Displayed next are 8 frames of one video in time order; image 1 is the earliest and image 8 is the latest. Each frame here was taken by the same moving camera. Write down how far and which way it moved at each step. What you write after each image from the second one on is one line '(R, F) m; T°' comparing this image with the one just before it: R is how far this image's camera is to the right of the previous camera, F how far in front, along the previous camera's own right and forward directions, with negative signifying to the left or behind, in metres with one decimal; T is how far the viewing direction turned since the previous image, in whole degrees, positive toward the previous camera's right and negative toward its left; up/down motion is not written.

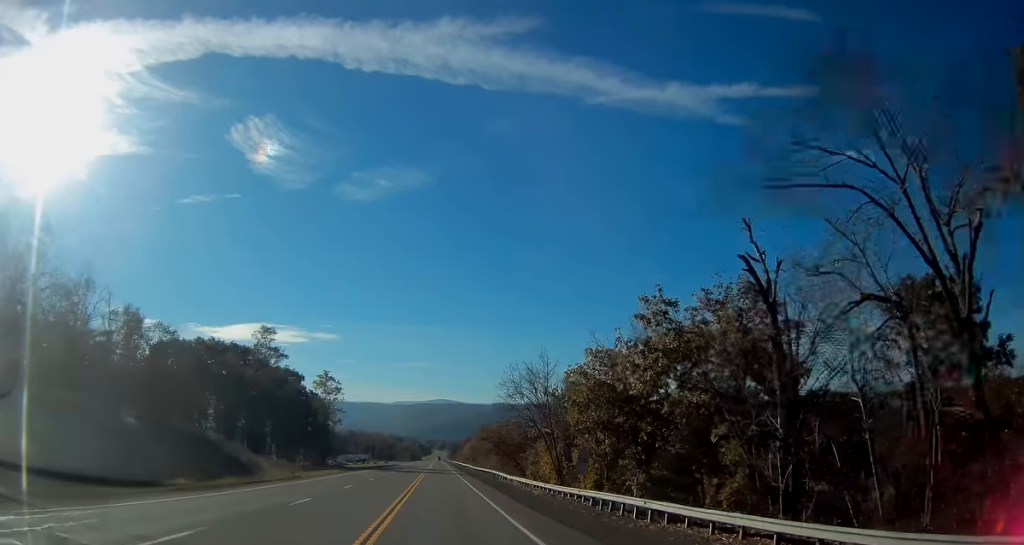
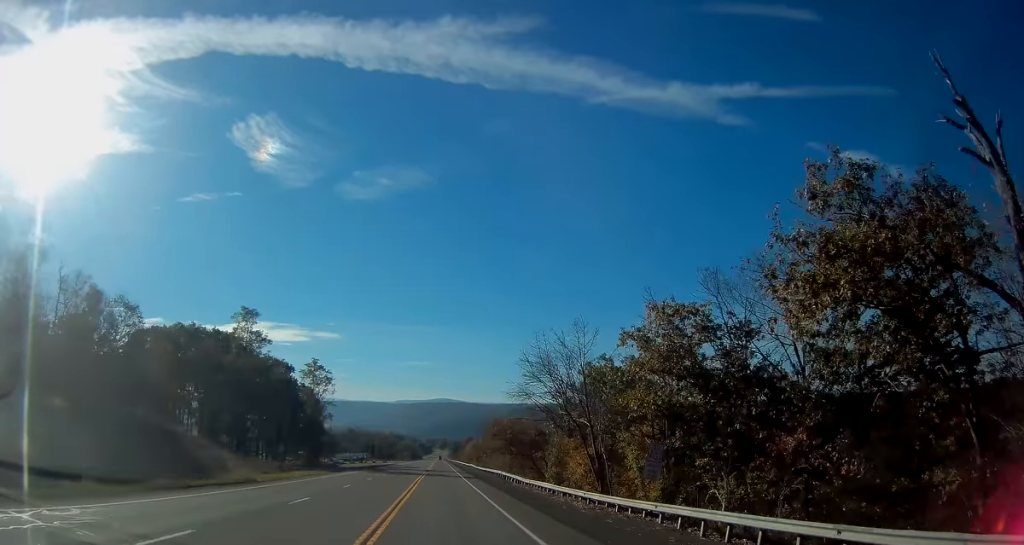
(0.0, +12.2) m; 0°
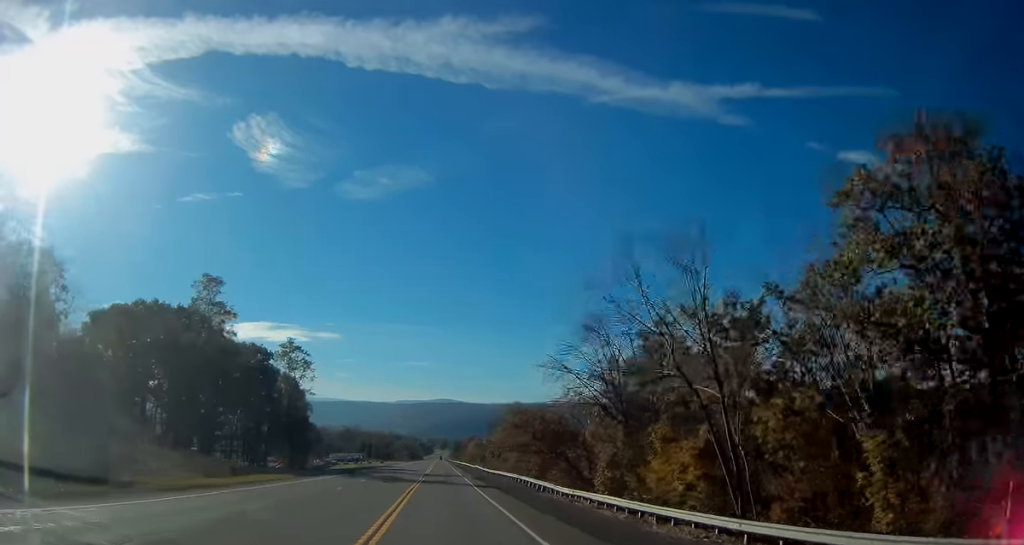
(+0.1, +18.0) m; -1°
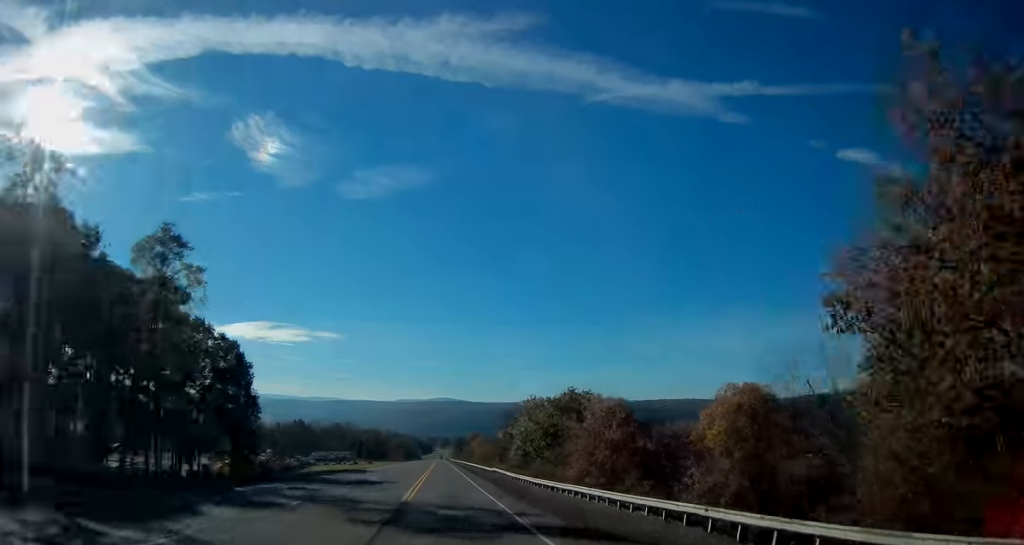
(-0.6, +43.0) m; 0°
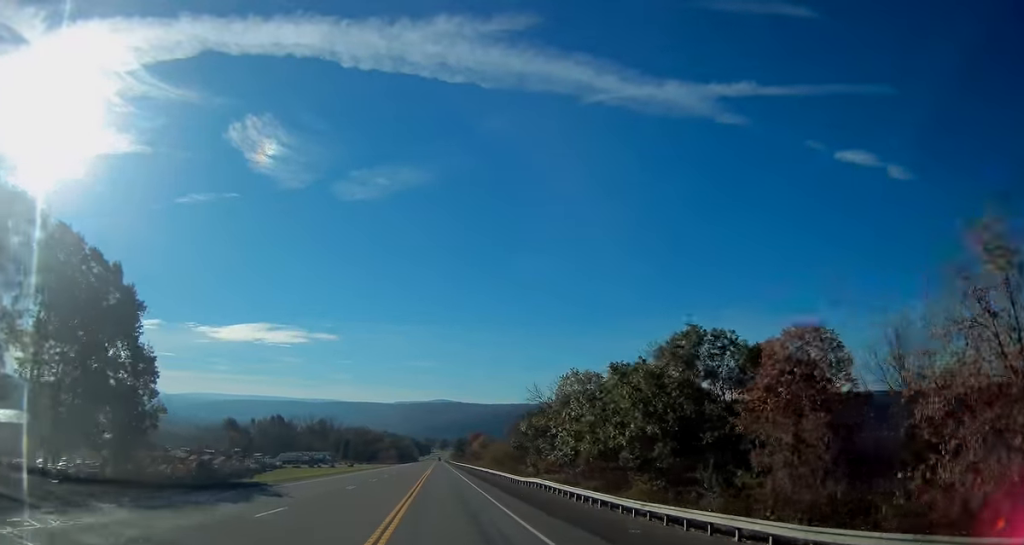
(+0.3, +40.2) m; 0°
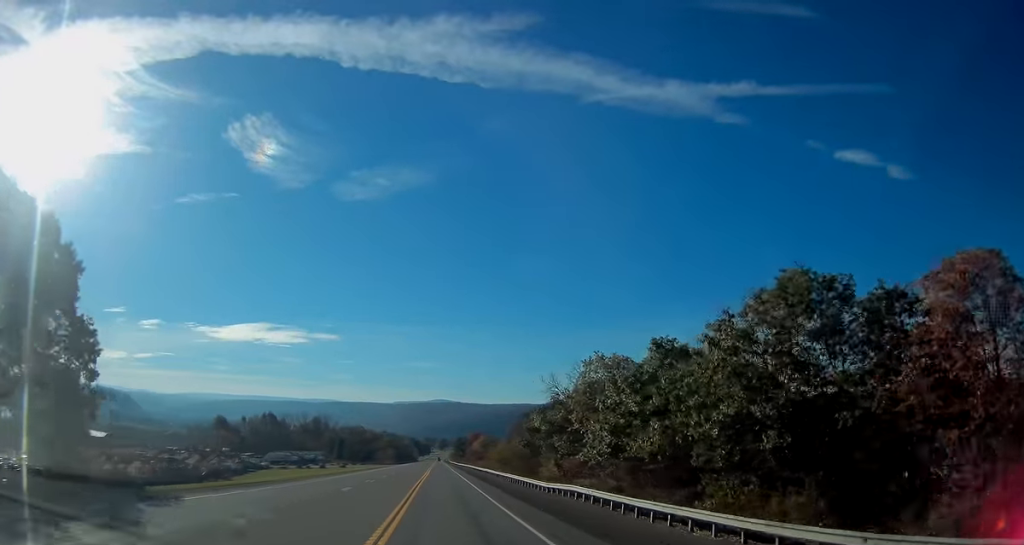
(-0.1, +13.5) m; 0°
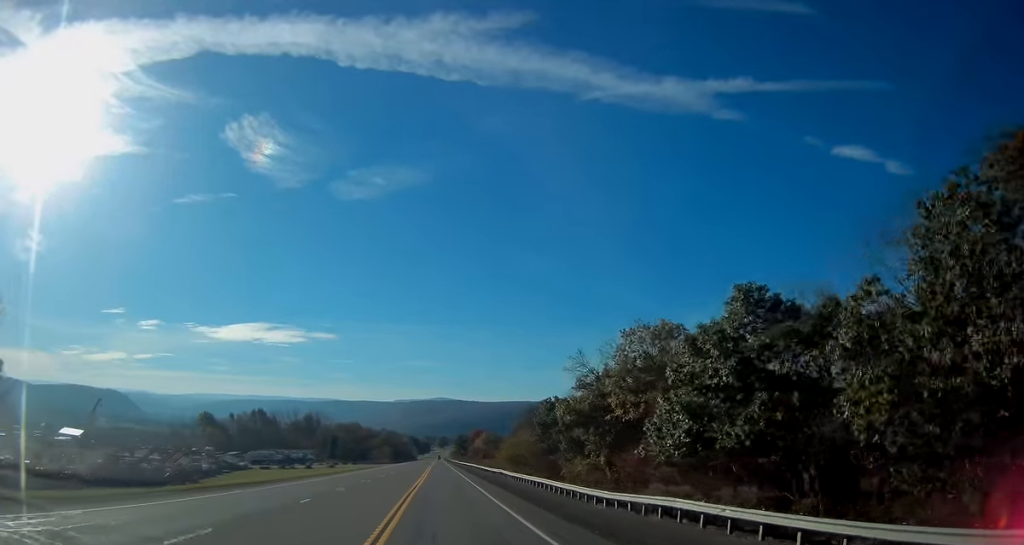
(0.0, +16.1) m; 0°
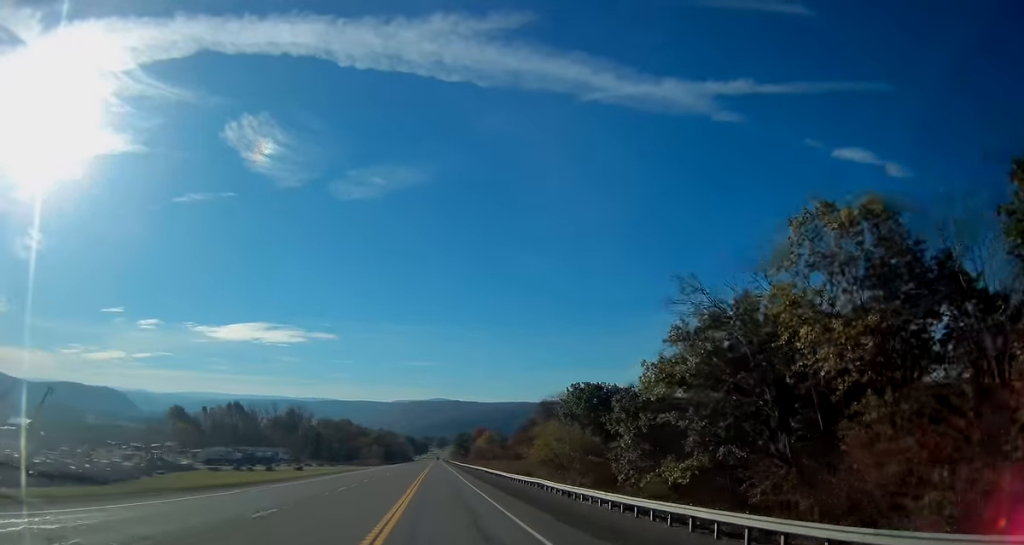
(+0.3, +29.8) m; 0°
